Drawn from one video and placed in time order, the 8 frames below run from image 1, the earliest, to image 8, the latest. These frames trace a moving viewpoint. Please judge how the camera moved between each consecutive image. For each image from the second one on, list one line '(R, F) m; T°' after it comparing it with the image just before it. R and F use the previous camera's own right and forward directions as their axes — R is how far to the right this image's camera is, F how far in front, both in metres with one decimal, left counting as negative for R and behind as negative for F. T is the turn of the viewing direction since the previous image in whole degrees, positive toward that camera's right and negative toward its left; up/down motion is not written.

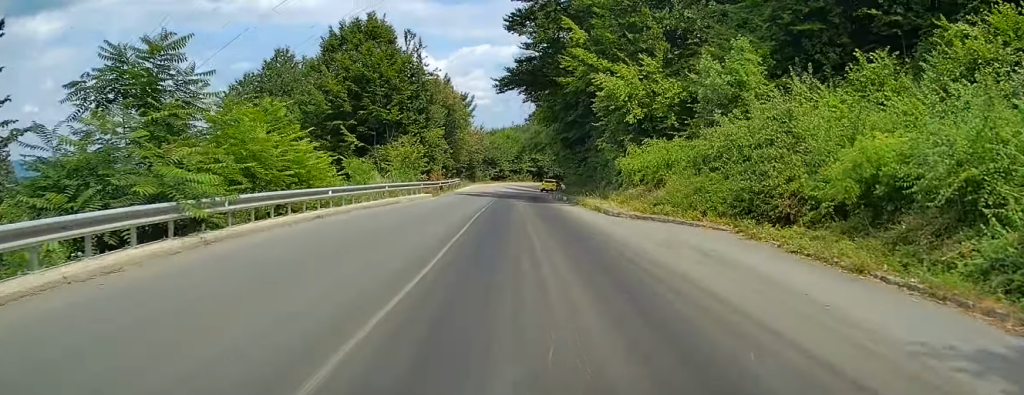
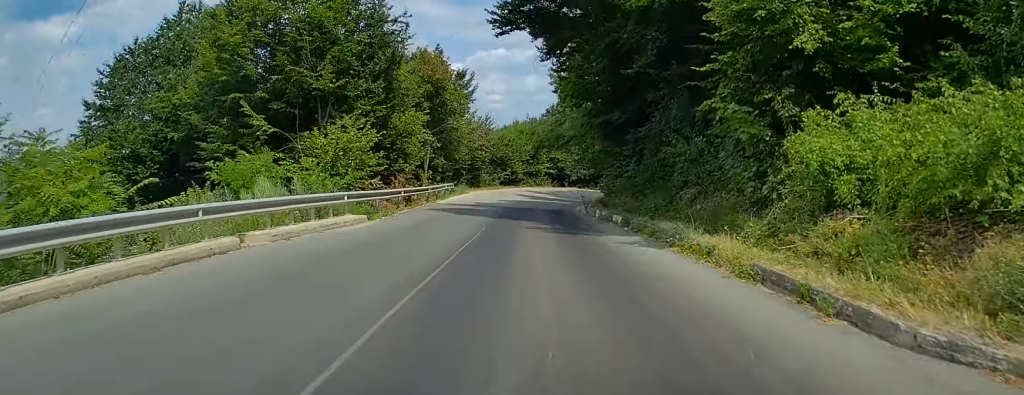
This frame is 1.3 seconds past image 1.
(-0.5, +19.5) m; -3°
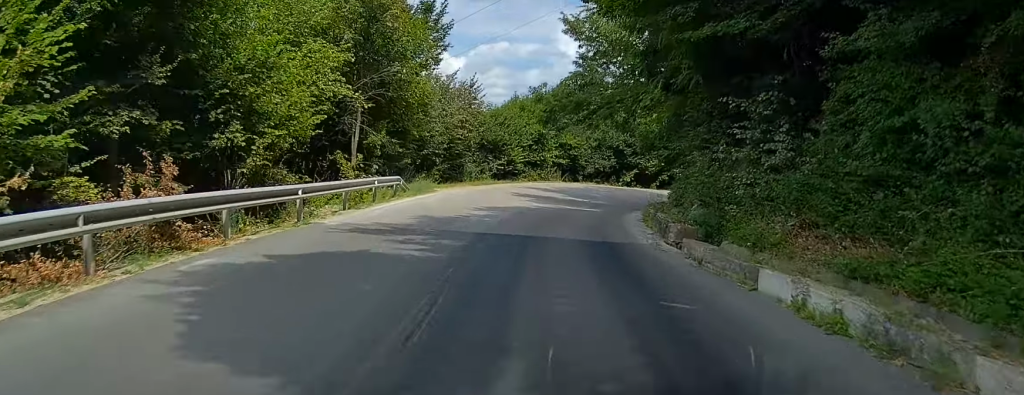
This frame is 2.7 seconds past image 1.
(-0.7, +21.7) m; -2°
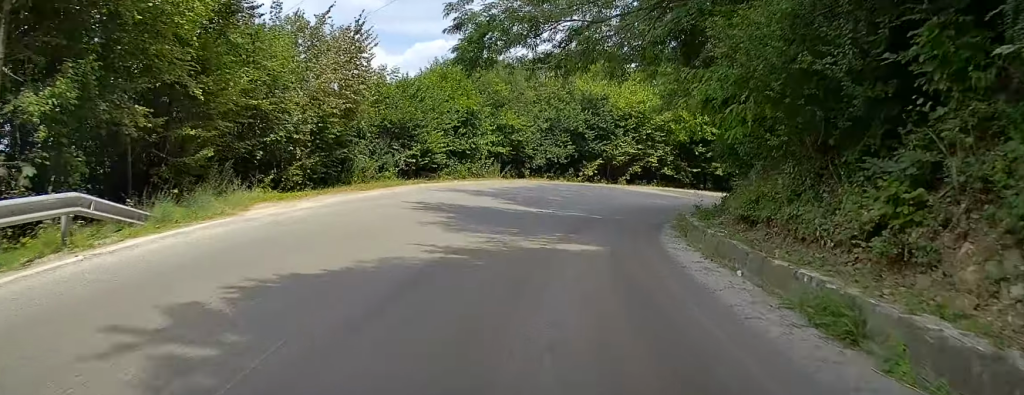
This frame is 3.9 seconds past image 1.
(+0.7, +19.4) m; +13°
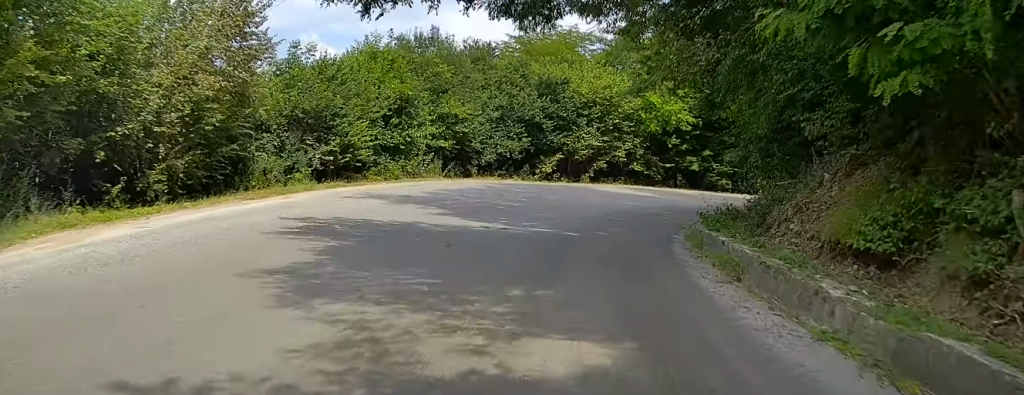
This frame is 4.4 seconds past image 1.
(+1.5, +8.2) m; +5°
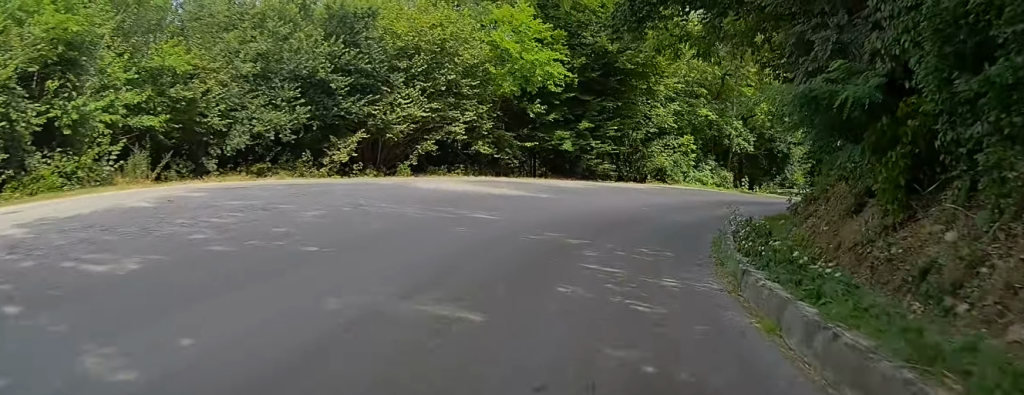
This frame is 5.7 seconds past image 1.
(+1.2, +19.1) m; +8°
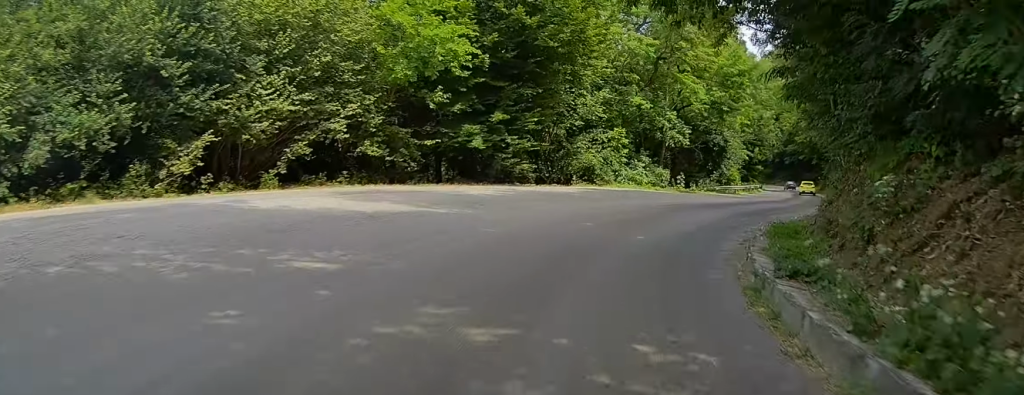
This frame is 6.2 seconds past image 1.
(+0.4, +7.1) m; +5°
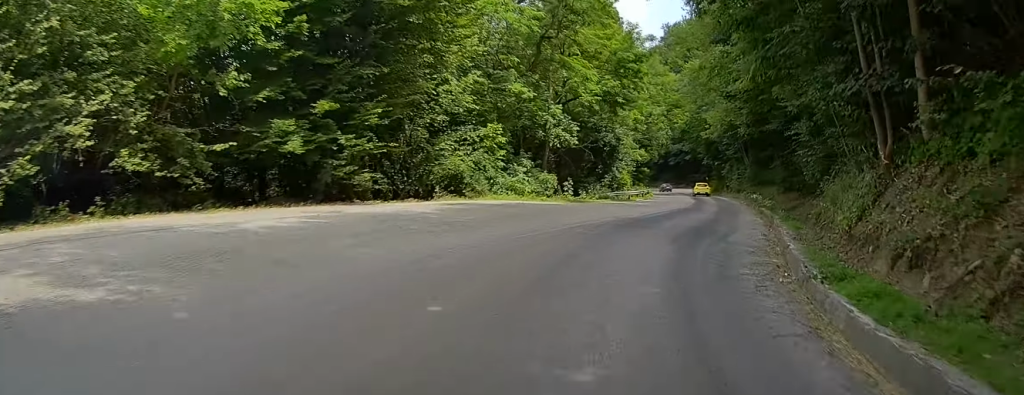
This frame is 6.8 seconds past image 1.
(+0.5, +9.1) m; +8°
